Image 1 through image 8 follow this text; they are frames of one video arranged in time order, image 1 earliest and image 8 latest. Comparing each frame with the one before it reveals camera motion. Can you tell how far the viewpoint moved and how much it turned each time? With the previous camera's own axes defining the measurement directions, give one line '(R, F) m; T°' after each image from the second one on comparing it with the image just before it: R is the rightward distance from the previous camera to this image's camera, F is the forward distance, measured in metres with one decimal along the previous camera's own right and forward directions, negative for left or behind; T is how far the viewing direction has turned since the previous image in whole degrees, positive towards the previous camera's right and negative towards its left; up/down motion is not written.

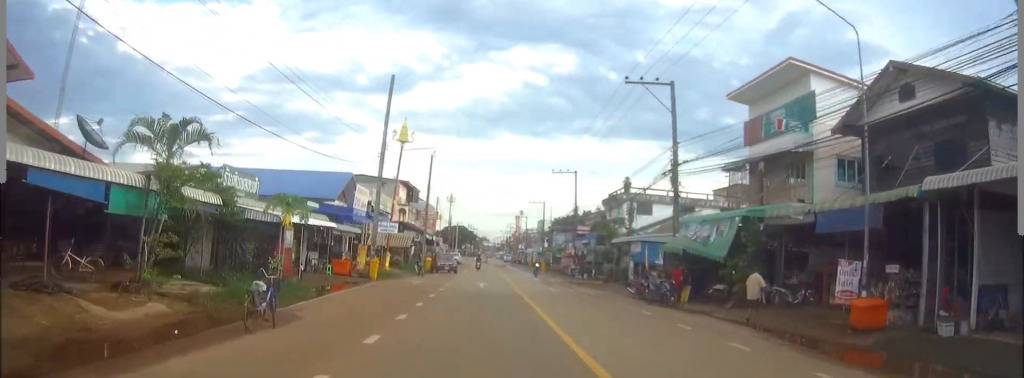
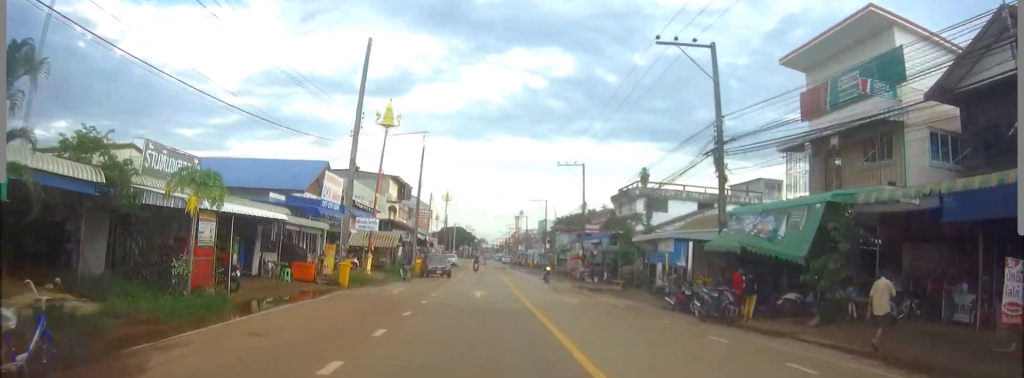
(-0.1, +7.0) m; 0°
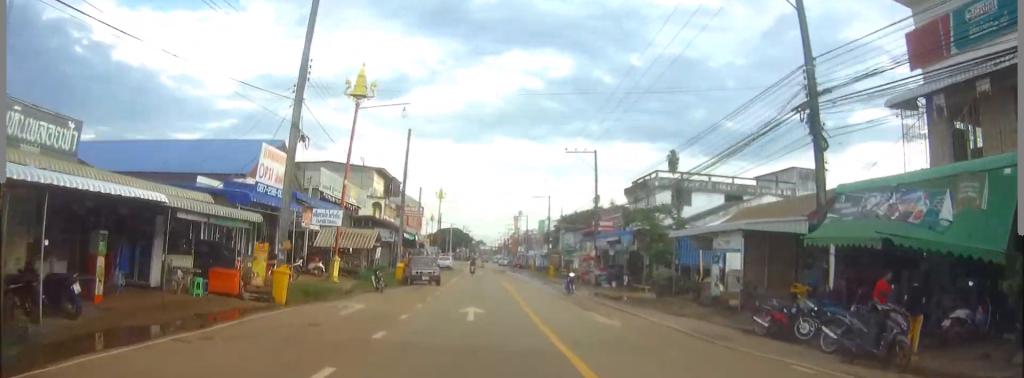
(0.0, +8.6) m; 0°
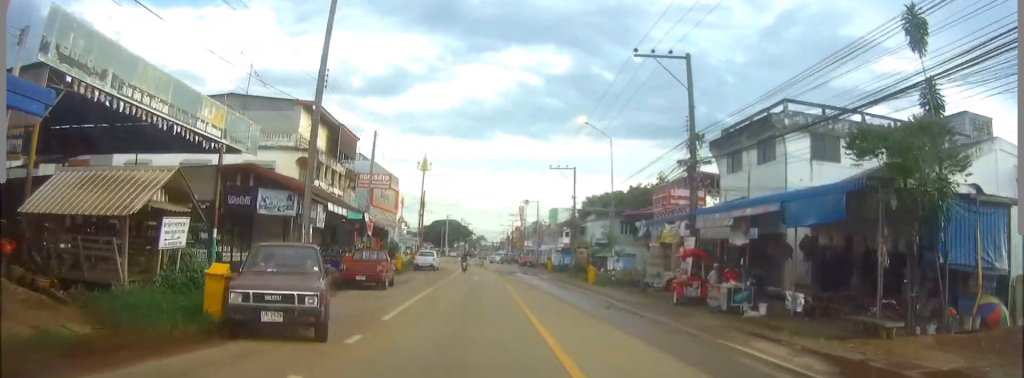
(0.0, +26.0) m; -1°
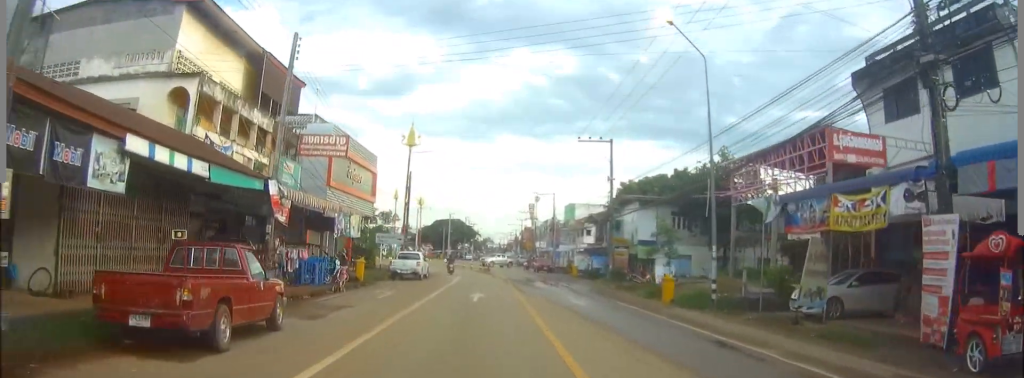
(-0.2, +17.2) m; -1°
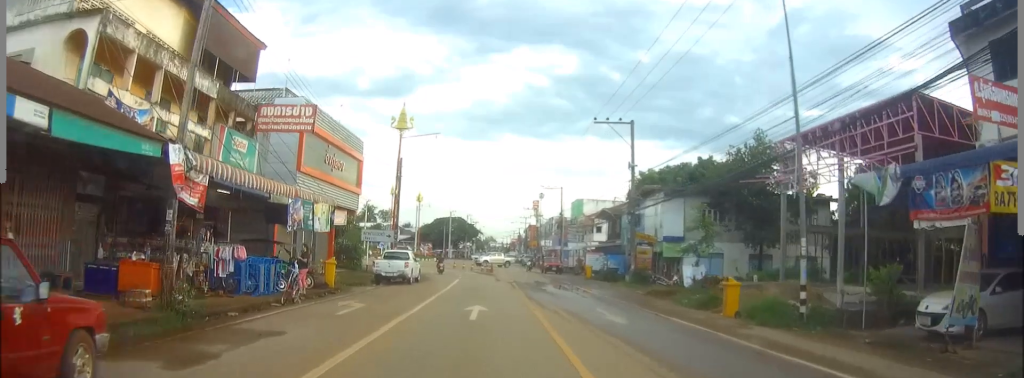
(0.0, +6.5) m; 0°
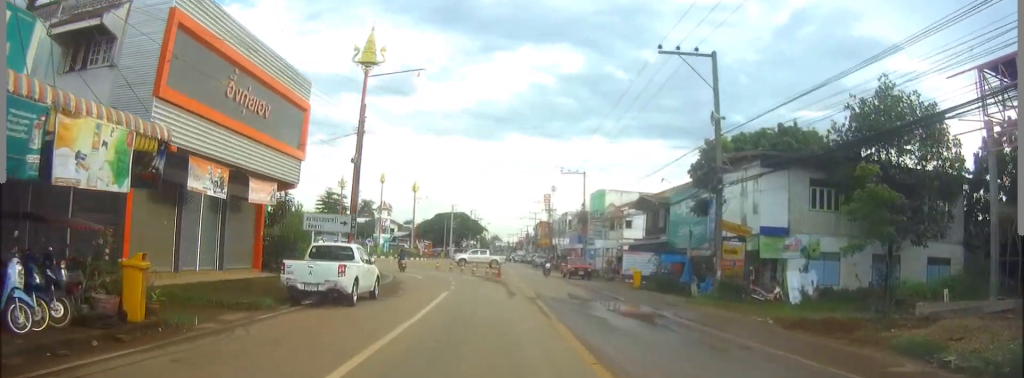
(-0.1, +15.4) m; 0°
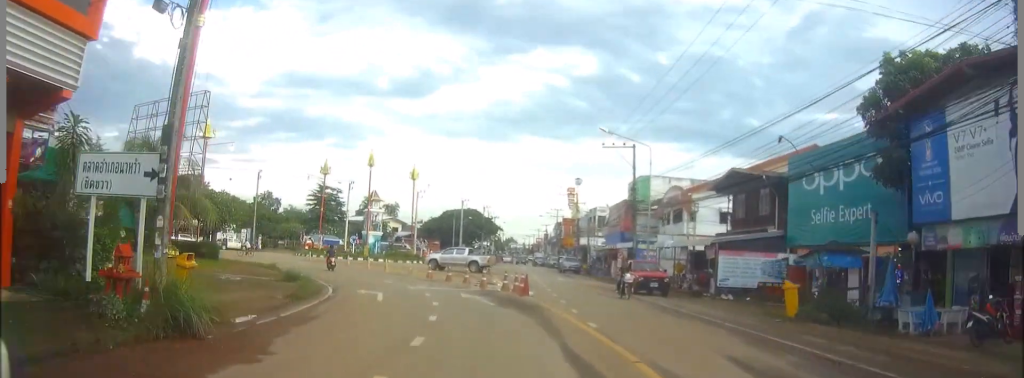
(0.0, +18.7) m; -1°
